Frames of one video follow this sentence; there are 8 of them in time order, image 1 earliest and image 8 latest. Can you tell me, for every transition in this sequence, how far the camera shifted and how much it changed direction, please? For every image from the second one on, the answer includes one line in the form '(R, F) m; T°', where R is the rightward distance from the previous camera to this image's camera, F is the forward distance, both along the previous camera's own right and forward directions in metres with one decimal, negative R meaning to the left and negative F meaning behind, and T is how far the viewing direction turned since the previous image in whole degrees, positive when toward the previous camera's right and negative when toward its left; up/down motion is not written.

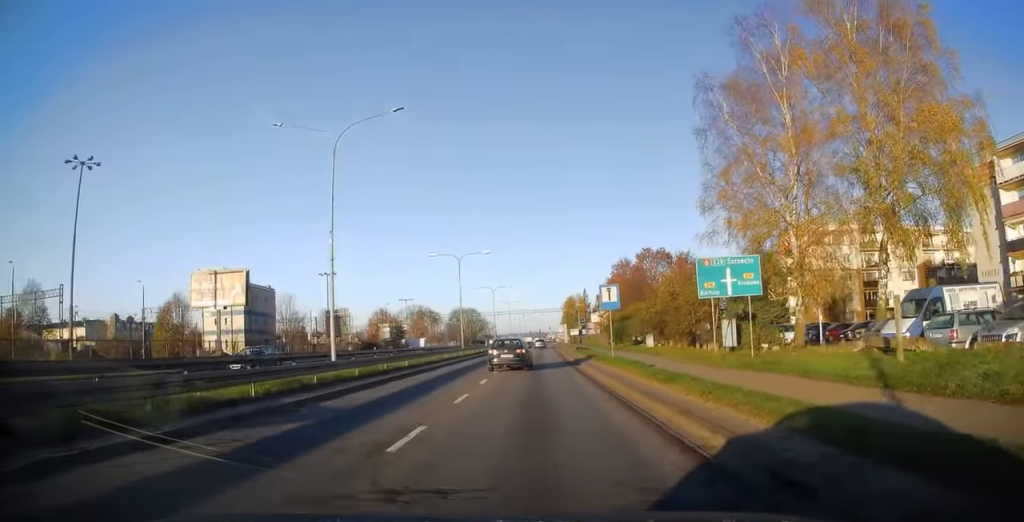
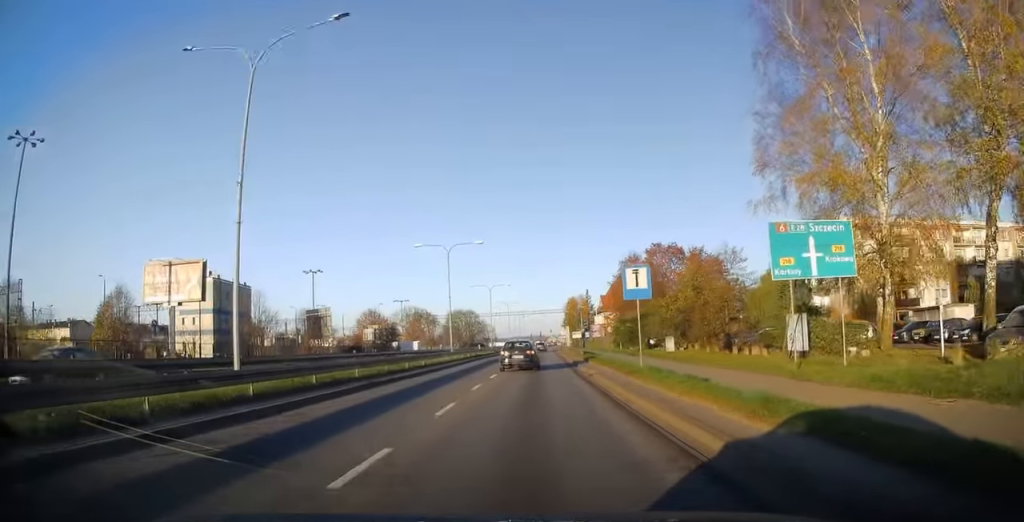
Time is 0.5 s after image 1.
(-0.2, +8.0) m; 0°
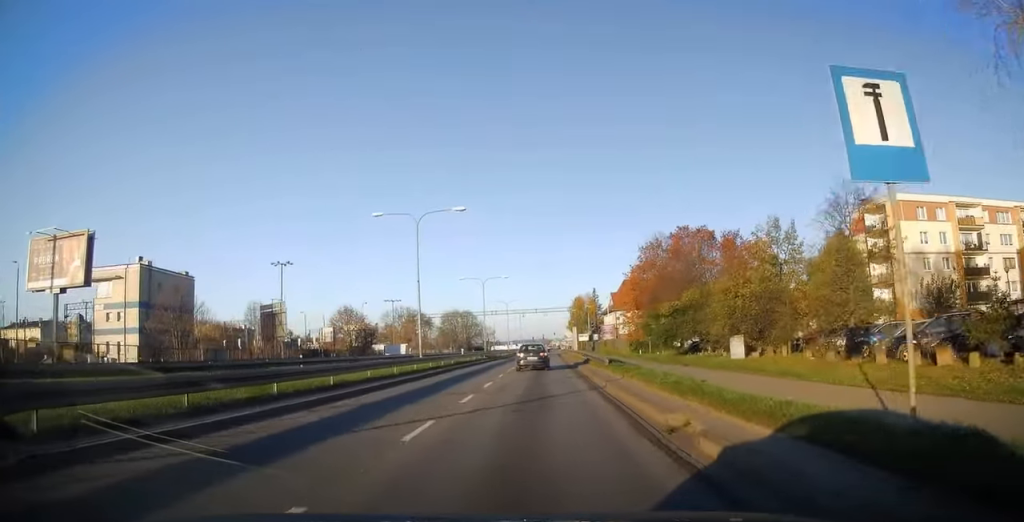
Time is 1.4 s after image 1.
(+0.2, +14.9) m; 0°
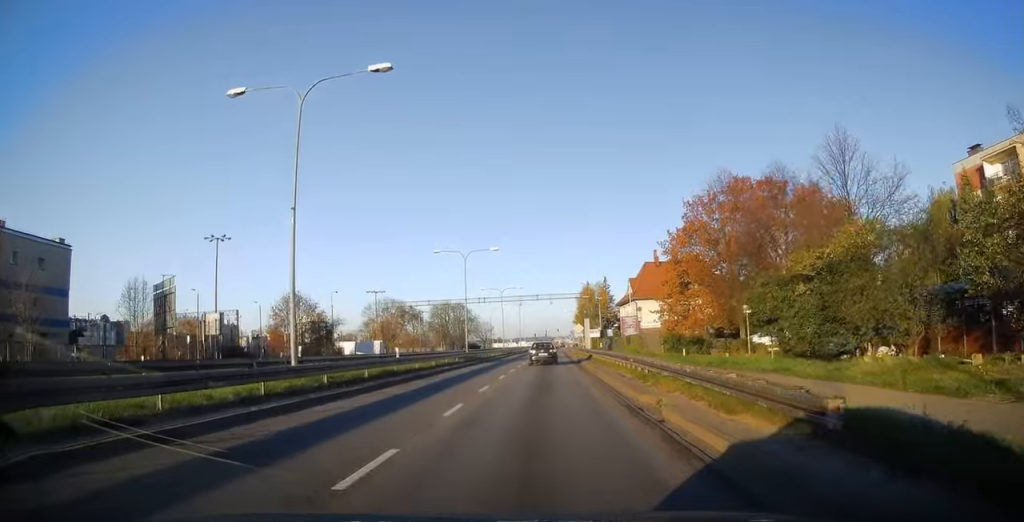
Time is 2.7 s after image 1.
(-0.3, +21.2) m; 0°
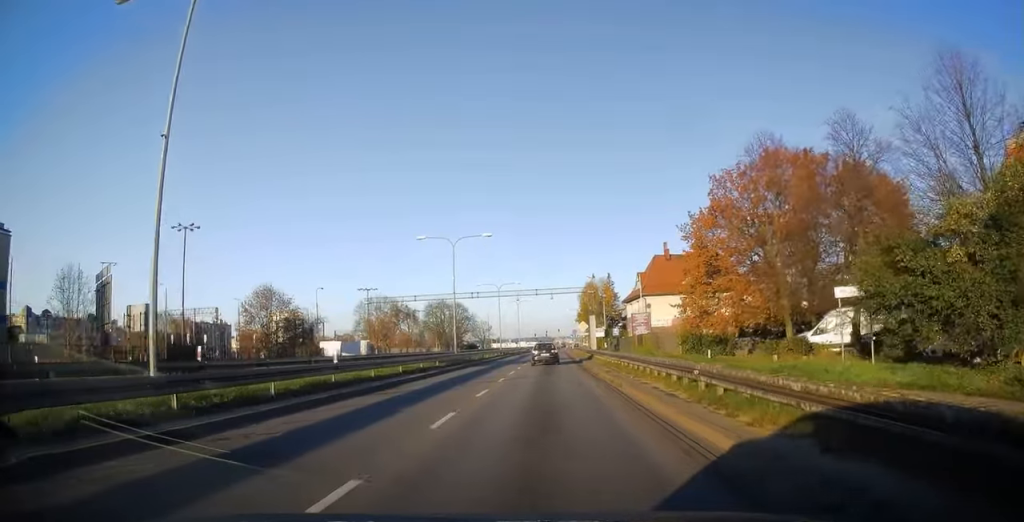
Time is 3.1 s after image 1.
(+0.2, +7.7) m; 0°
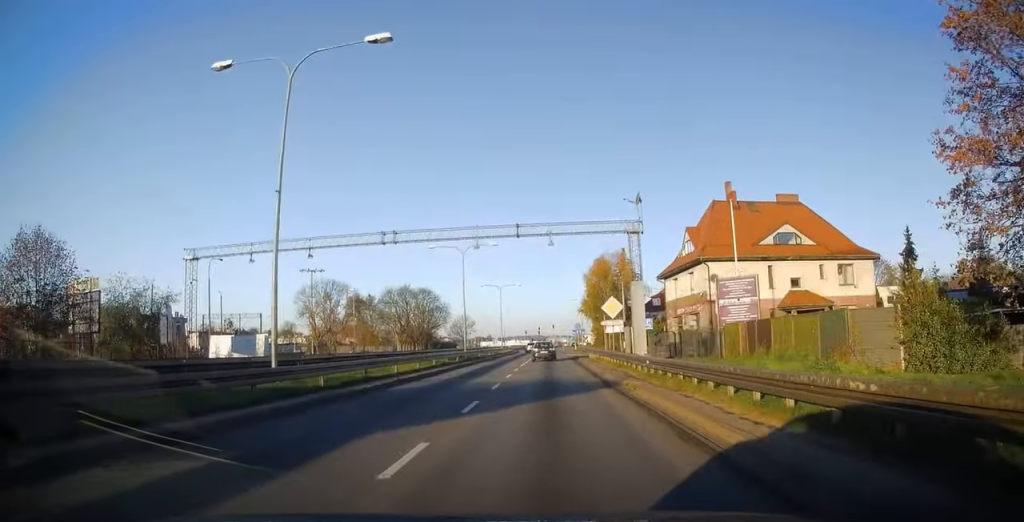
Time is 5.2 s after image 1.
(+0.1, +33.6) m; +1°
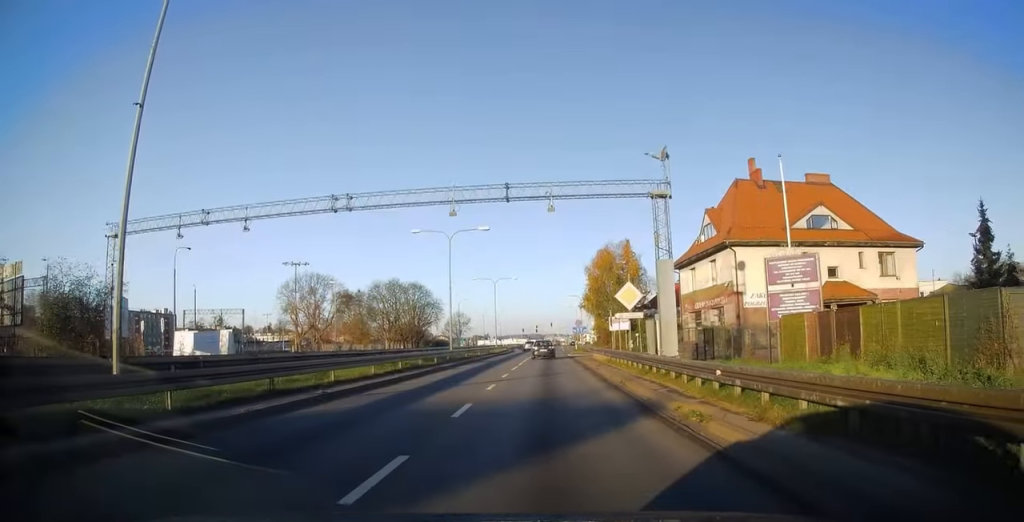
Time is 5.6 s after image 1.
(+0.1, +7.2) m; +1°
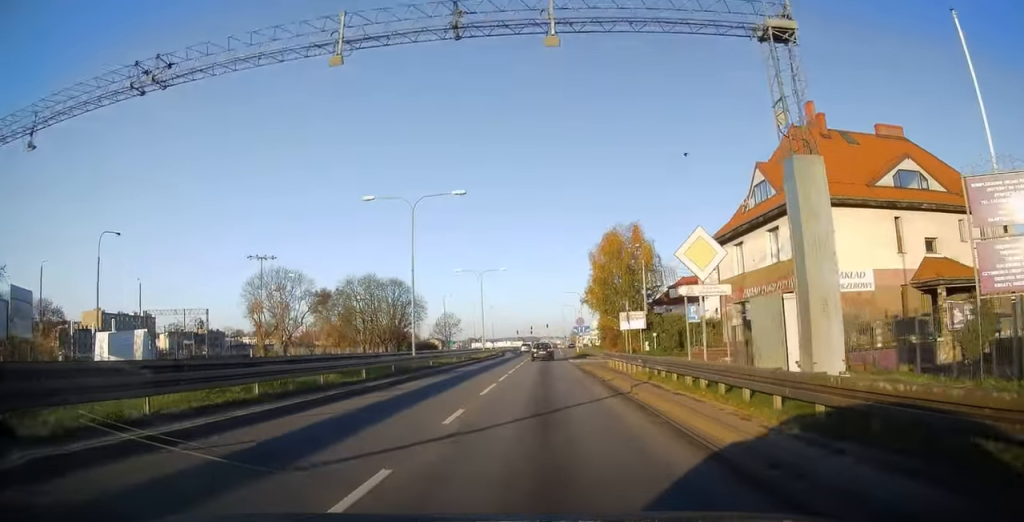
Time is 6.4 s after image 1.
(+0.1, +12.6) m; 0°
